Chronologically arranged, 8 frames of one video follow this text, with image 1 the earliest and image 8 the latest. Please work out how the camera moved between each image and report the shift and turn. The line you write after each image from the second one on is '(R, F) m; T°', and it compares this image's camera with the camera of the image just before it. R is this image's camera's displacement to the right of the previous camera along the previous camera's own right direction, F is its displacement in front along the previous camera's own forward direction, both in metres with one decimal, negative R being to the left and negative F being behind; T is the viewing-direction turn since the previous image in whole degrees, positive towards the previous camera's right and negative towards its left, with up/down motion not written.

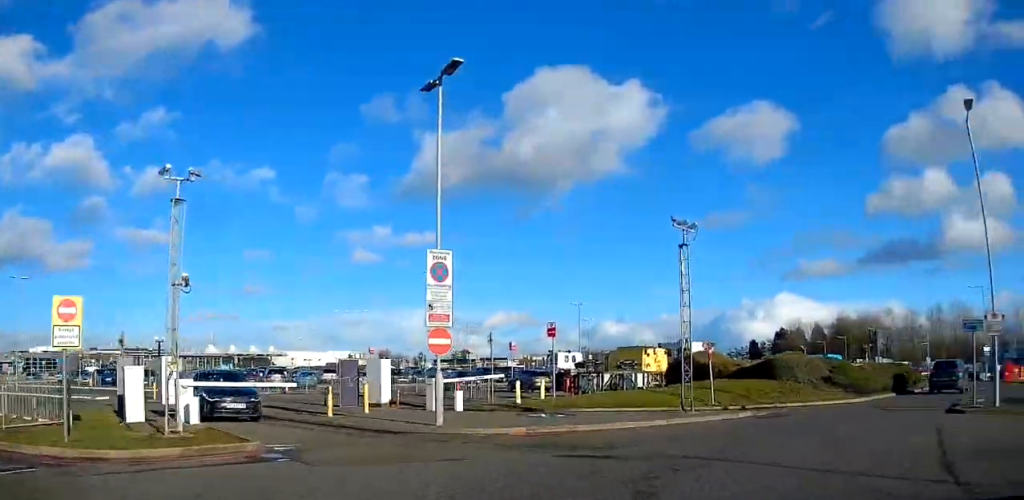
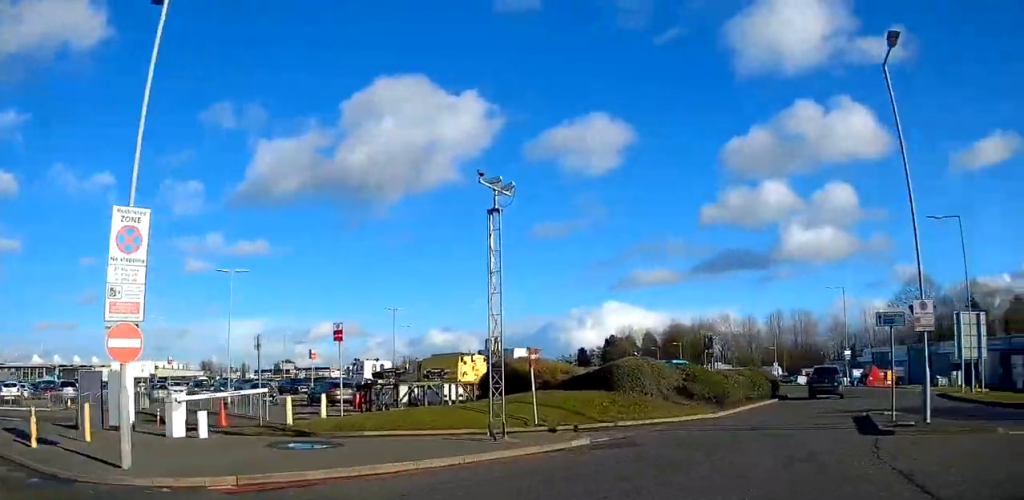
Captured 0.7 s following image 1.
(+0.2, +5.6) m; +17°
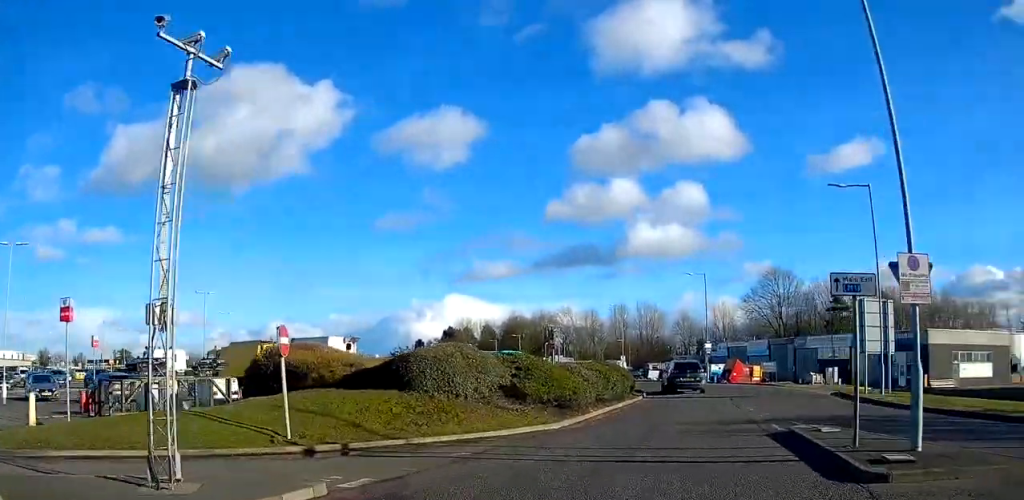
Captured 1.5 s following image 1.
(+1.5, +5.9) m; +17°
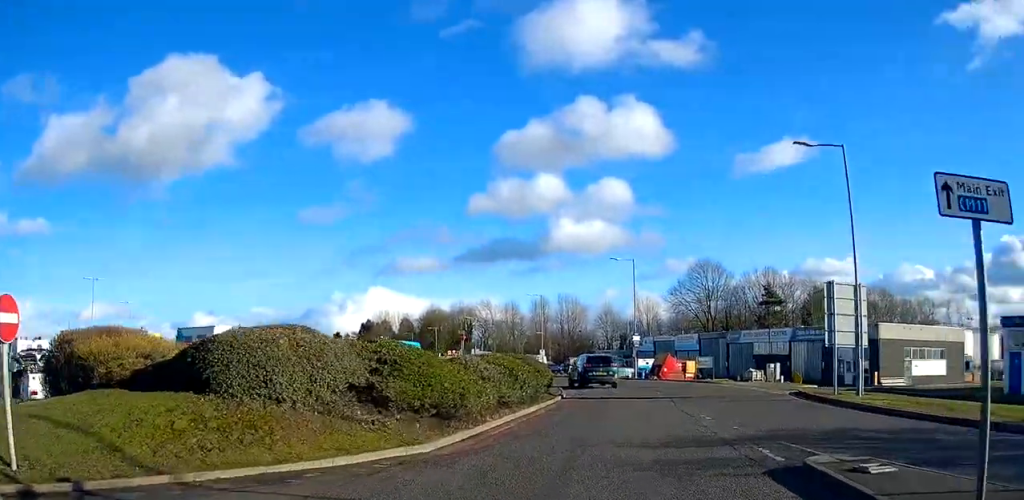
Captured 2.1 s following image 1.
(+0.7, +5.1) m; +9°
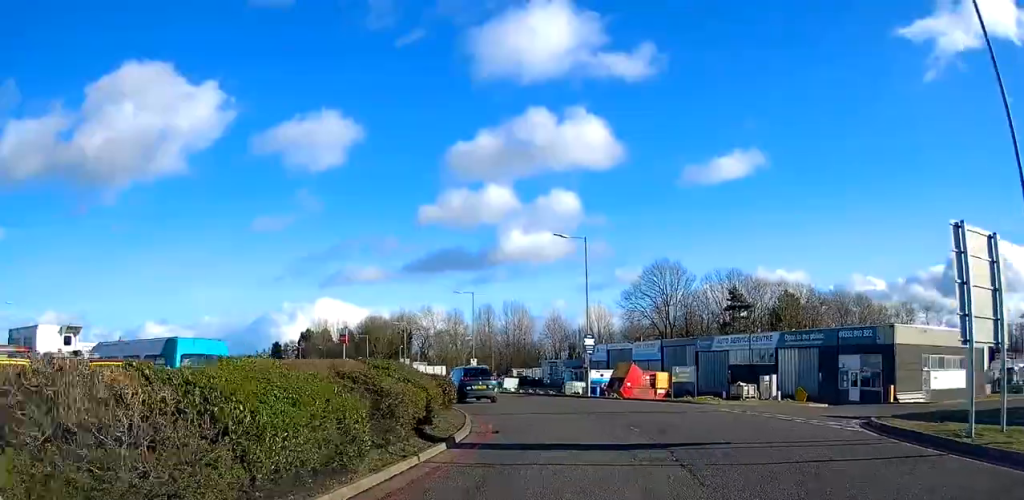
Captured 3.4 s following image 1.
(+0.5, +11.1) m; +4°
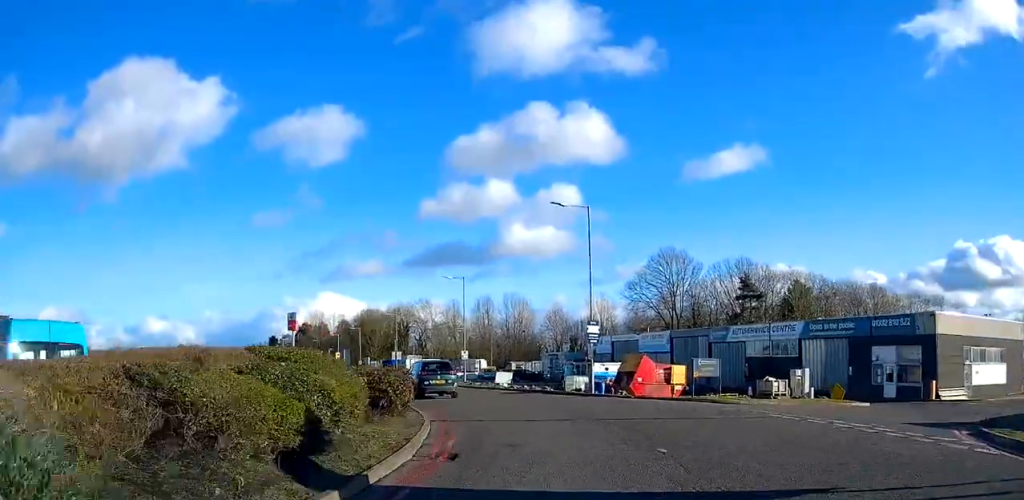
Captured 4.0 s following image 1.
(+0.2, +5.0) m; 0°
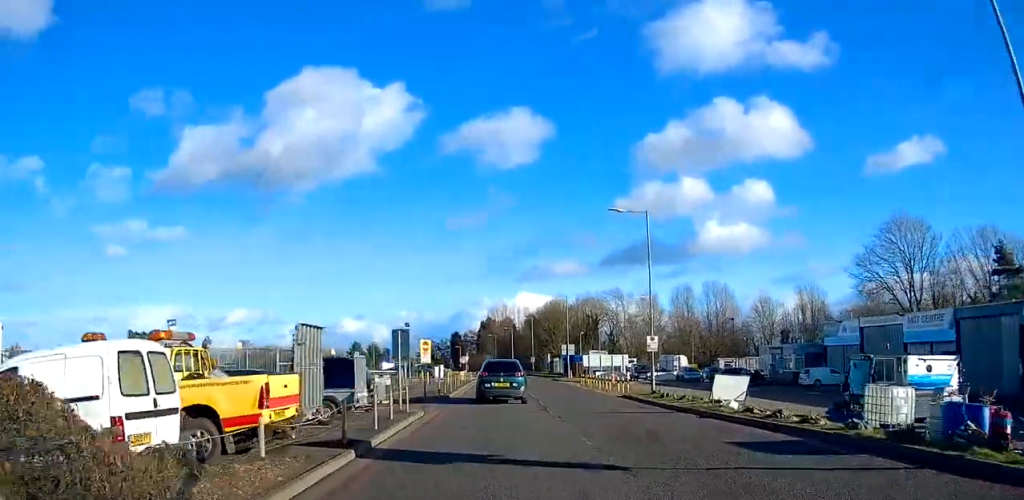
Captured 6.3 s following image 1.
(-2.6, +21.2) m; -14°
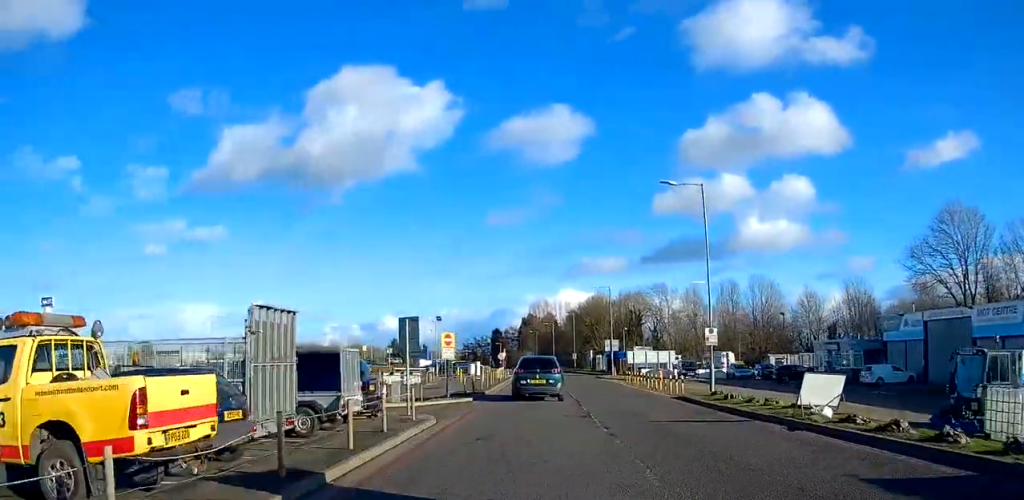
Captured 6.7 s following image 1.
(+0.1, +4.1) m; -4°
